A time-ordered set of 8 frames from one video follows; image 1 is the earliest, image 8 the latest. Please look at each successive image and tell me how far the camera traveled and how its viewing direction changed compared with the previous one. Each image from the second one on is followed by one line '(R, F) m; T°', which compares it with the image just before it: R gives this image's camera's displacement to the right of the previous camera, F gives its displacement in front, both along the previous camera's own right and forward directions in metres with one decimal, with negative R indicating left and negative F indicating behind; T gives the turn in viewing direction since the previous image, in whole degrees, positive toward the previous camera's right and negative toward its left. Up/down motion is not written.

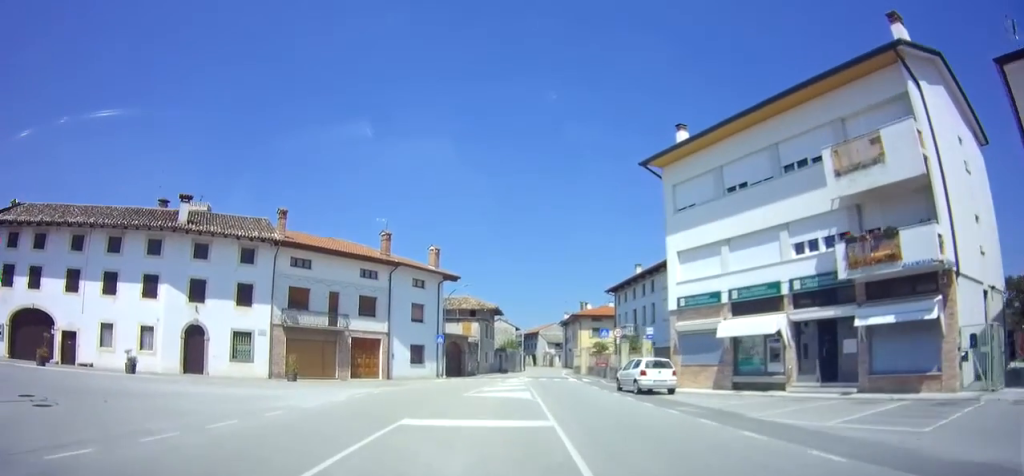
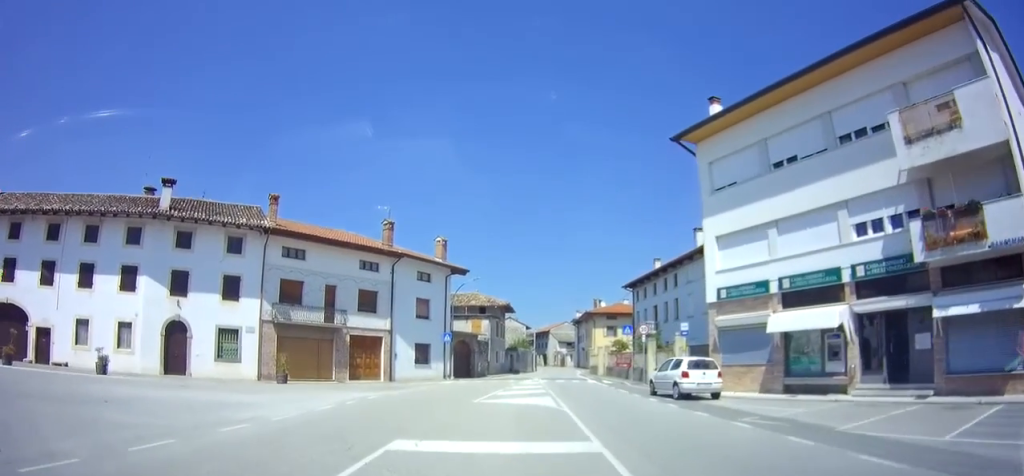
(-0.1, +2.6) m; -8°
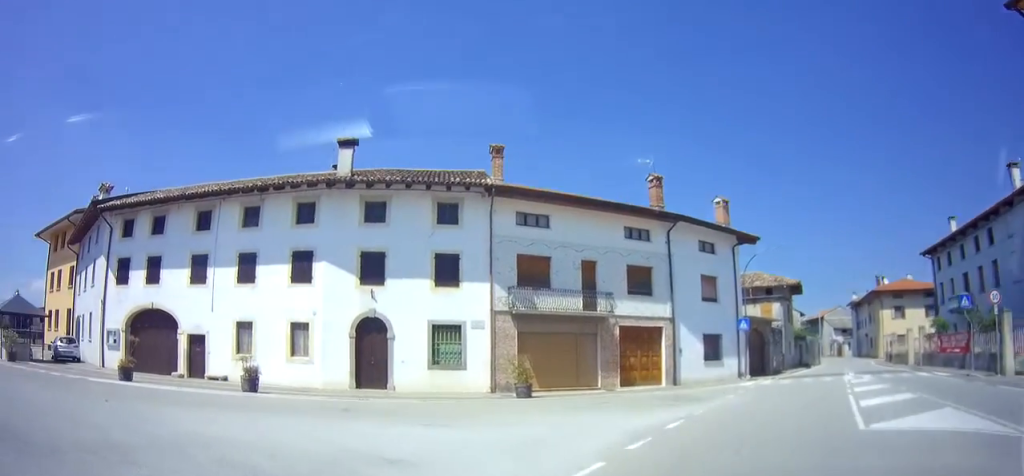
(-3.1, +7.2) m; -52°
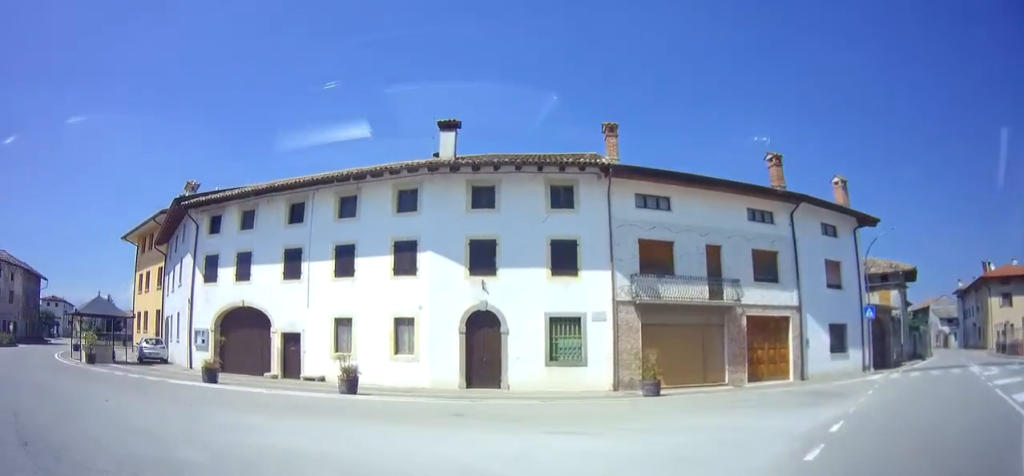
(-0.4, +2.0) m; -9°
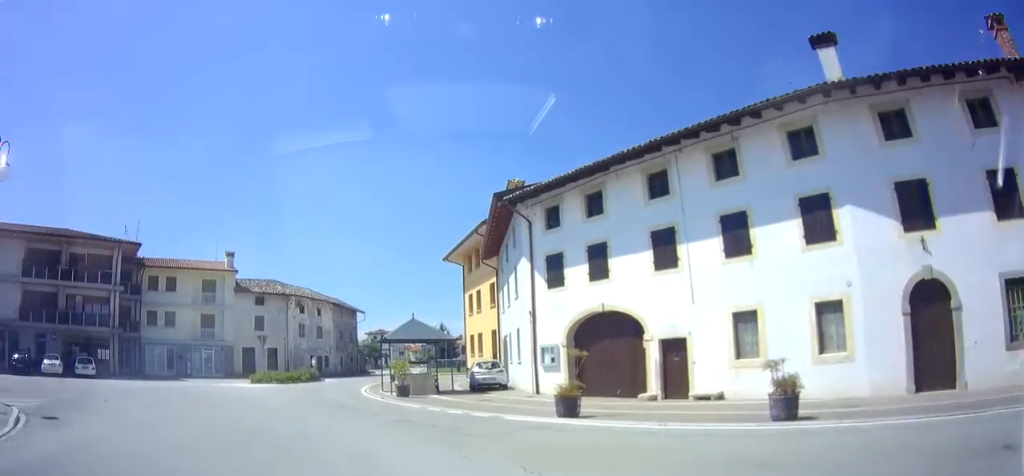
(-1.2, +6.0) m; -17°
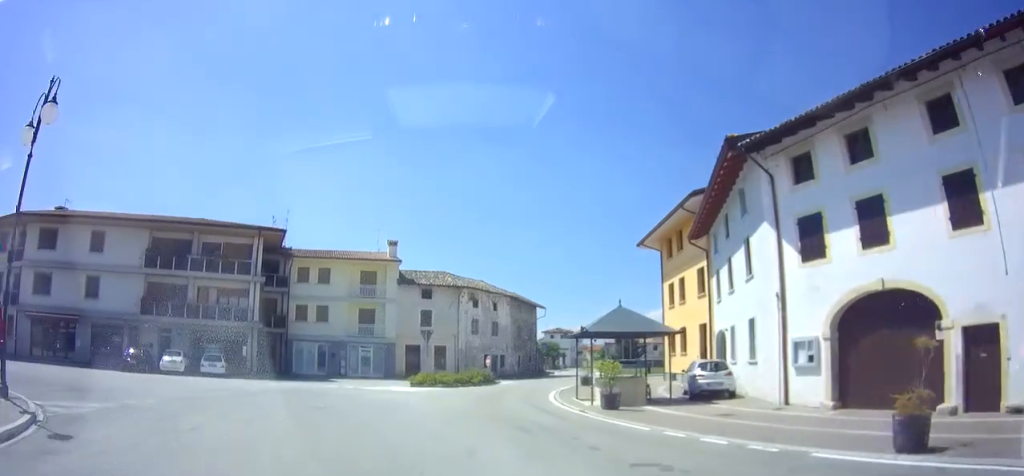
(-0.5, +5.8) m; -2°
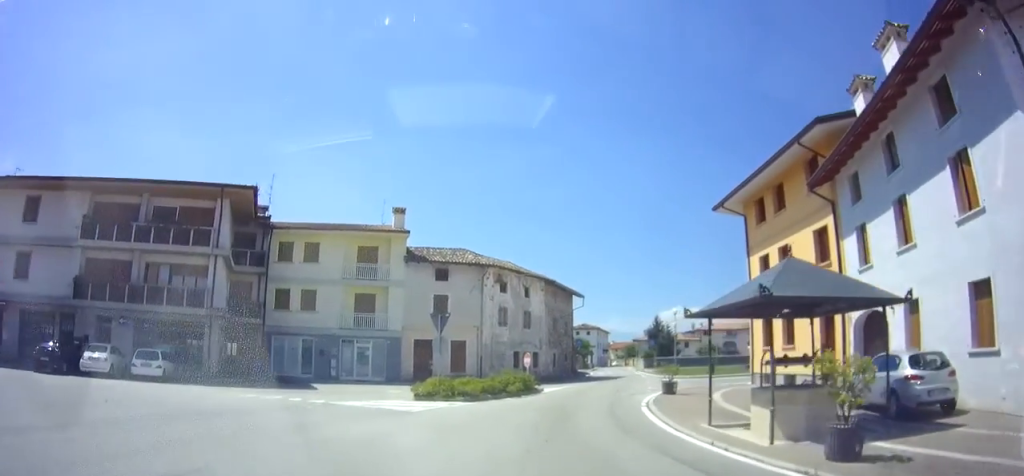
(+0.6, +9.7) m; +11°
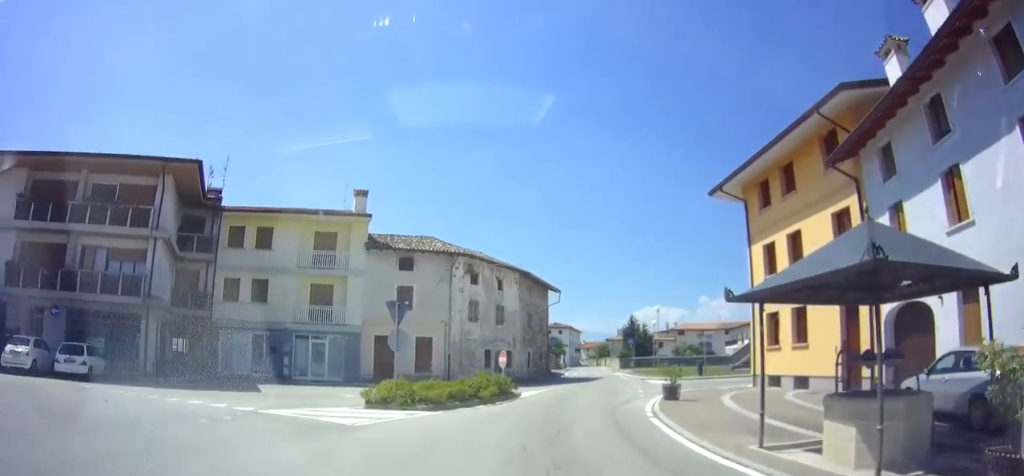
(+0.2, +3.5) m; +4°
